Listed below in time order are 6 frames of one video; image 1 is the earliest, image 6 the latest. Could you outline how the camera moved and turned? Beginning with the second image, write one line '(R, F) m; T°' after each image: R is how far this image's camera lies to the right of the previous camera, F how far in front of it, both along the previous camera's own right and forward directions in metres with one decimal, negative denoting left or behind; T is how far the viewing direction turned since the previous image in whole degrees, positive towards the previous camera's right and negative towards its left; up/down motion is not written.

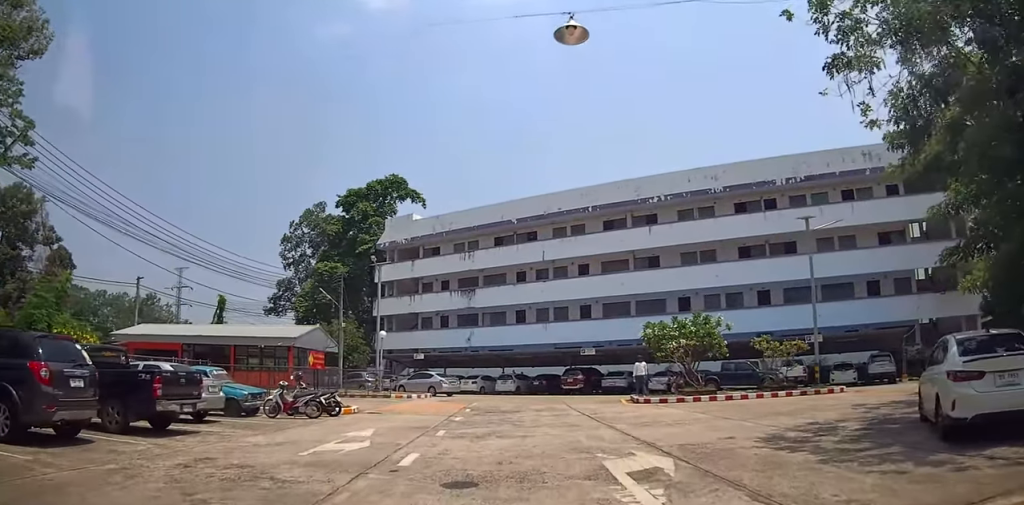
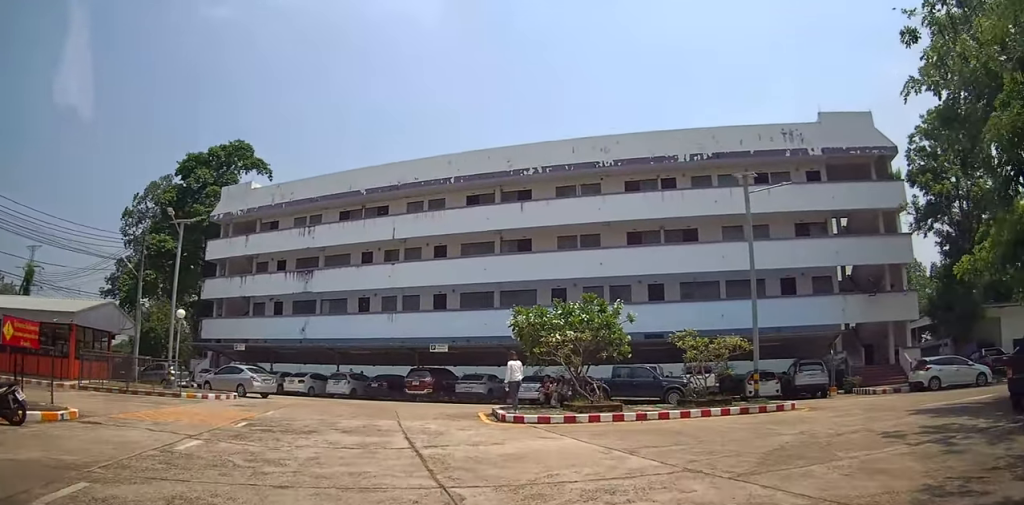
(+0.2, +7.5) m; +13°
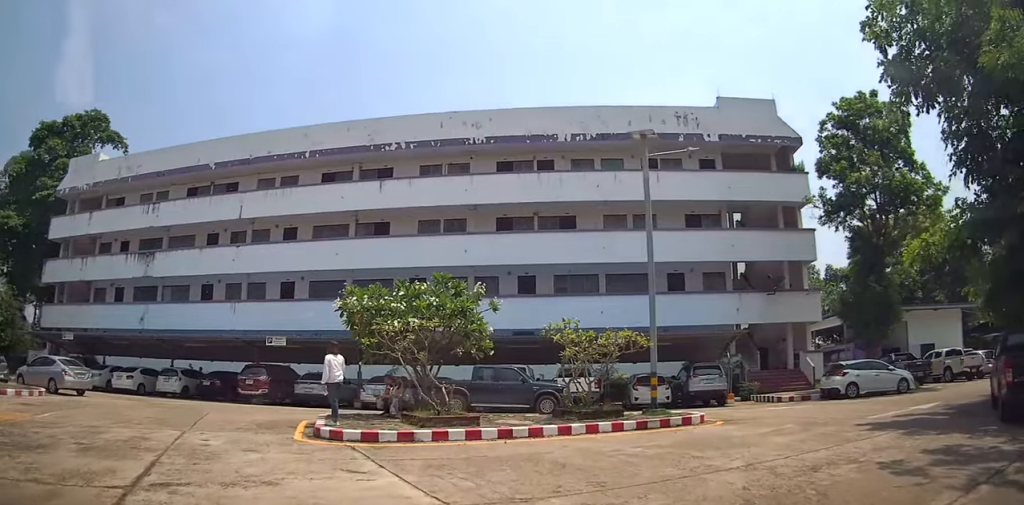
(+0.7, +3.8) m; +13°
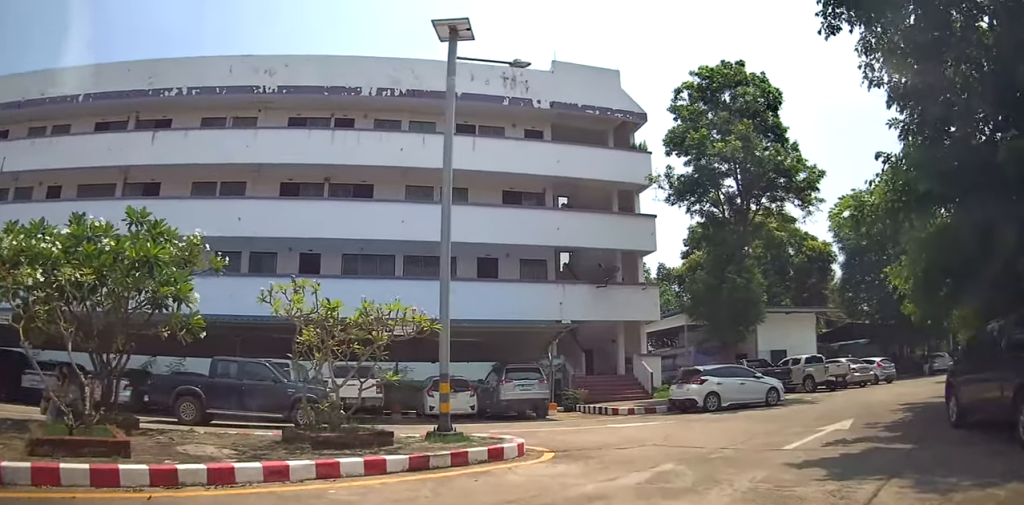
(+0.4, +5.0) m; +22°
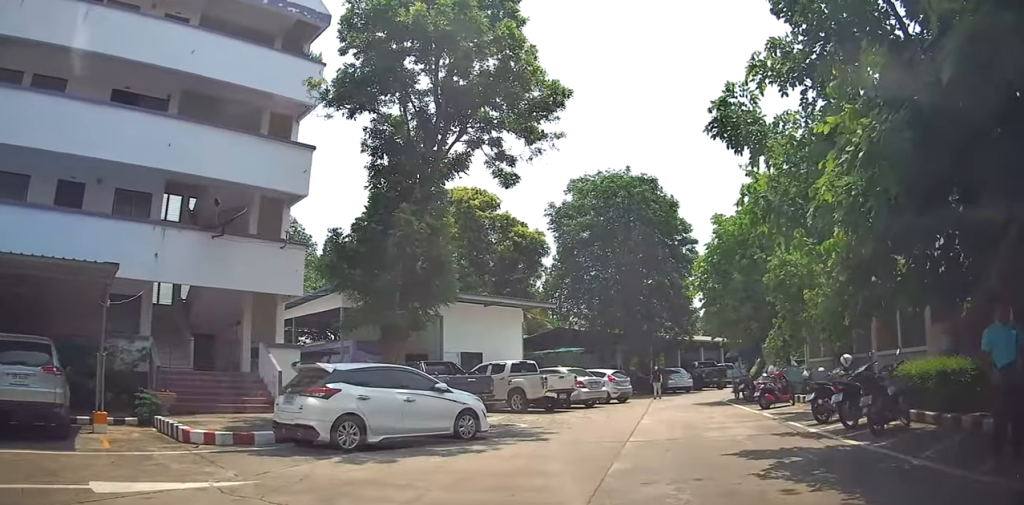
(+3.1, +8.3) m; +35°
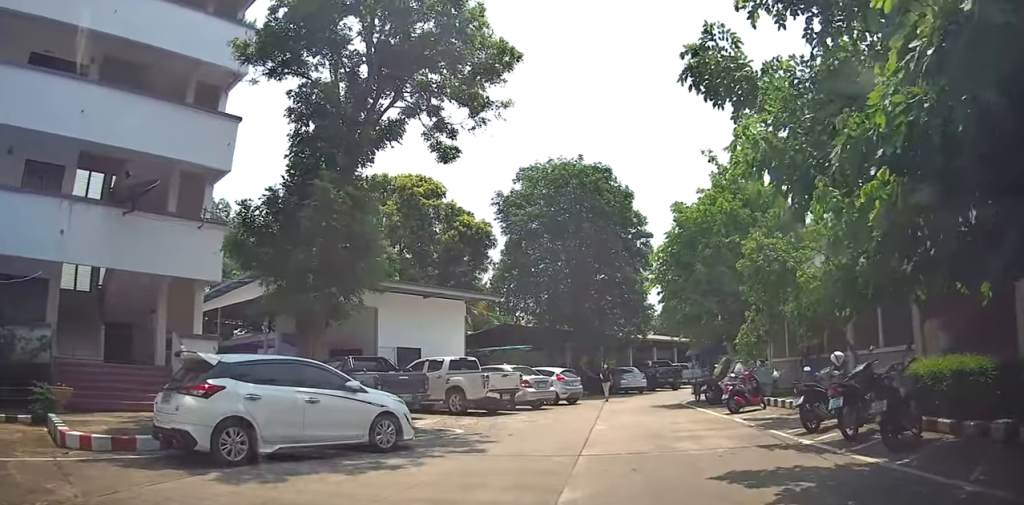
(+0.3, +2.1) m; +8°
